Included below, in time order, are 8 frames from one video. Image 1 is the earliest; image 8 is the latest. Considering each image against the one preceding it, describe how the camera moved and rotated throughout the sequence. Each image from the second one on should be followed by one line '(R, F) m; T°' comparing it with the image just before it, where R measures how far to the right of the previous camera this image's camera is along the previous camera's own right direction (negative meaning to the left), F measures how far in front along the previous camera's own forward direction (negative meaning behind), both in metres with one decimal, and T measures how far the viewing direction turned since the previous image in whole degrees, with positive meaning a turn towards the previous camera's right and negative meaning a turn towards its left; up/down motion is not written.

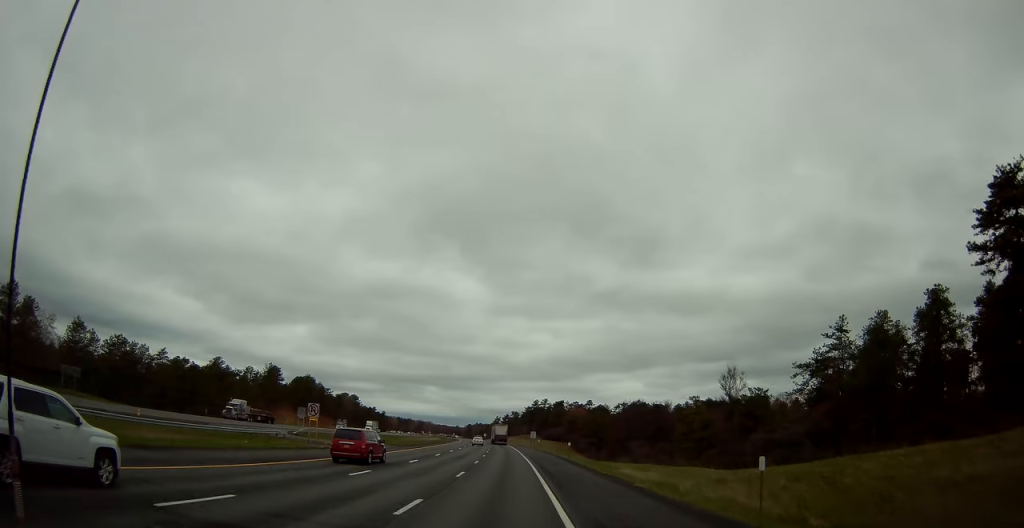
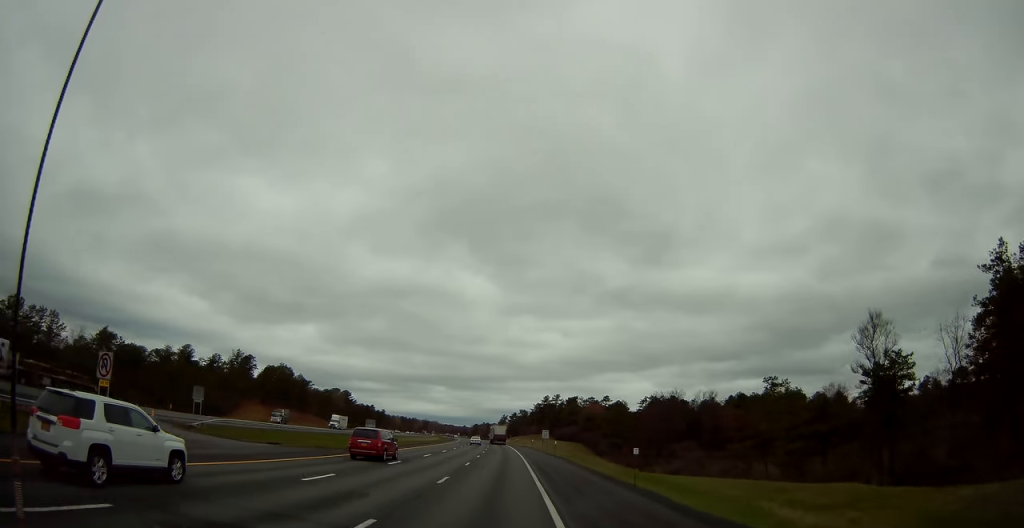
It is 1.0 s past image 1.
(0.0, +29.2) m; 0°
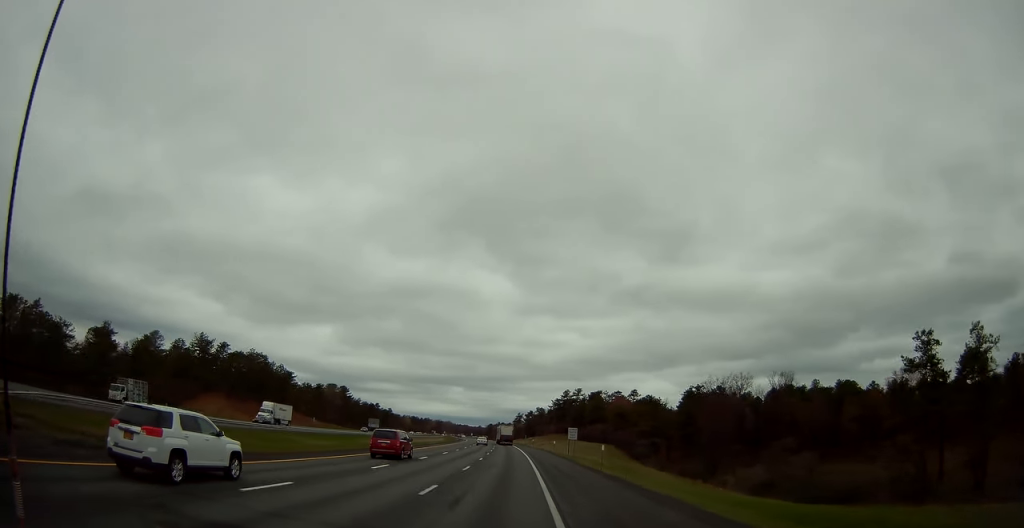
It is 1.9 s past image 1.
(-0.1, +29.2) m; -1°
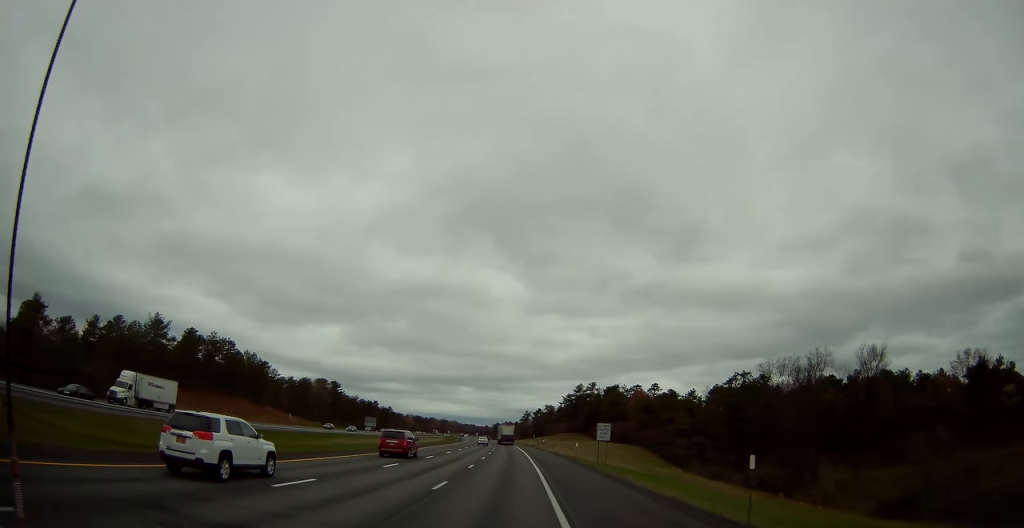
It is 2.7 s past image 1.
(-0.4, +23.1) m; -1°
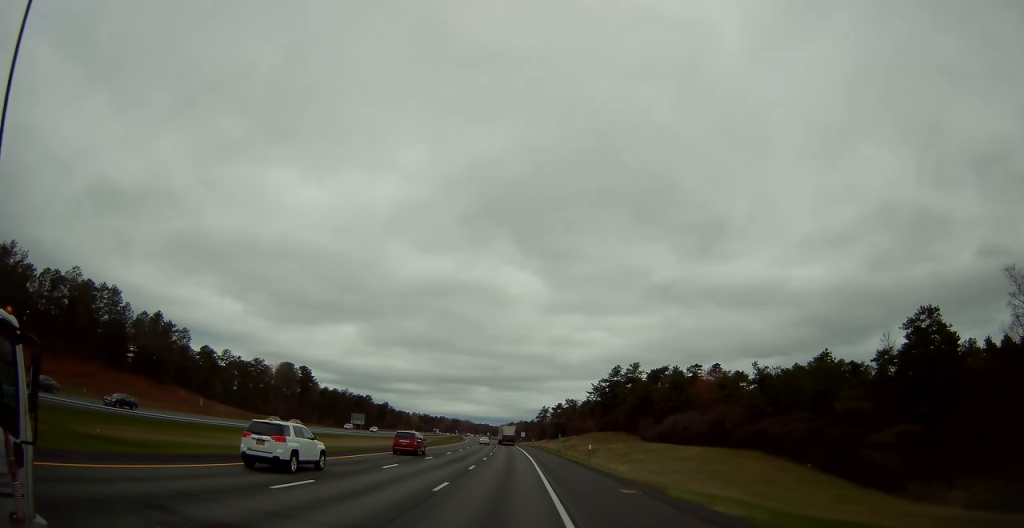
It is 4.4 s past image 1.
(-0.9, +50.2) m; -2°
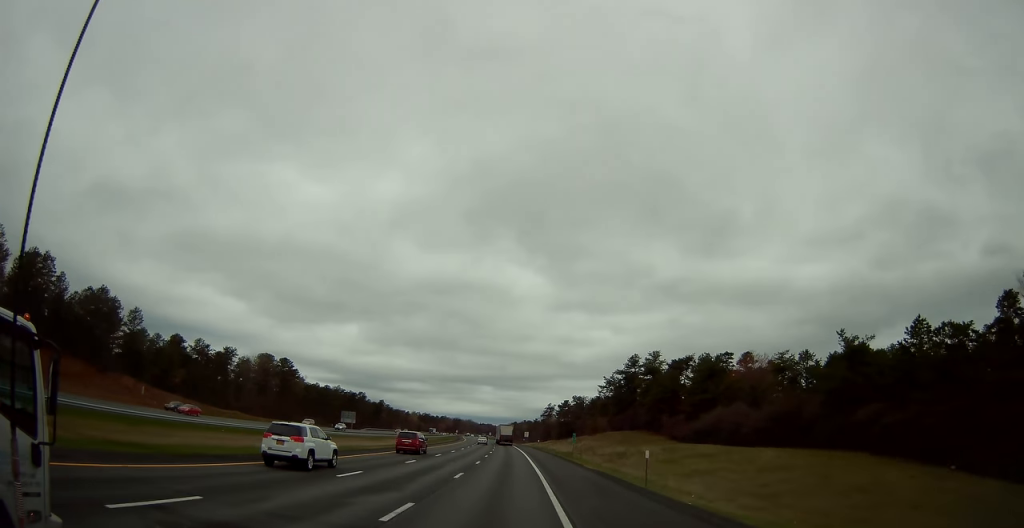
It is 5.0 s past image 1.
(-0.1, +19.1) m; -1°
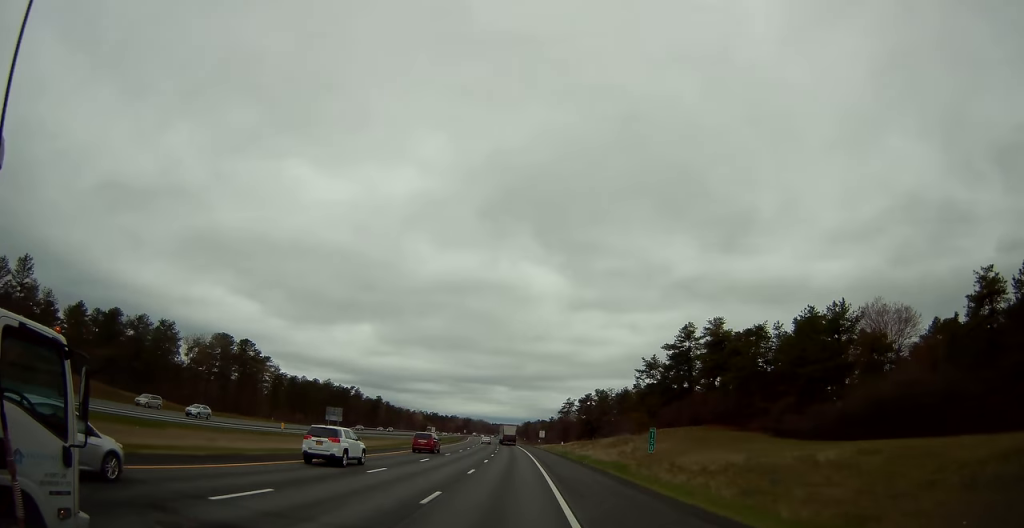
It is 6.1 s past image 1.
(-0.2, +33.9) m; -1°
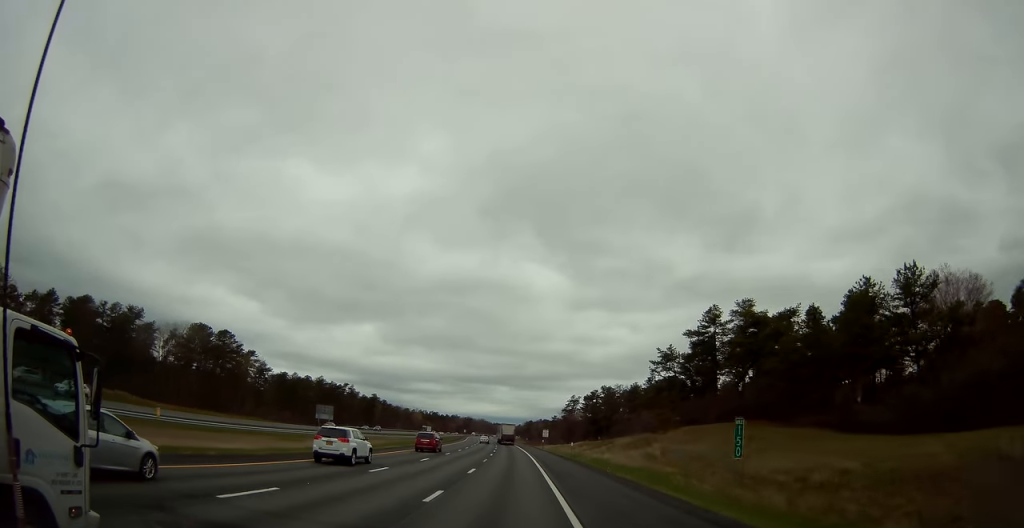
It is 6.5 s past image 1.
(-0.1, +11.9) m; 0°
